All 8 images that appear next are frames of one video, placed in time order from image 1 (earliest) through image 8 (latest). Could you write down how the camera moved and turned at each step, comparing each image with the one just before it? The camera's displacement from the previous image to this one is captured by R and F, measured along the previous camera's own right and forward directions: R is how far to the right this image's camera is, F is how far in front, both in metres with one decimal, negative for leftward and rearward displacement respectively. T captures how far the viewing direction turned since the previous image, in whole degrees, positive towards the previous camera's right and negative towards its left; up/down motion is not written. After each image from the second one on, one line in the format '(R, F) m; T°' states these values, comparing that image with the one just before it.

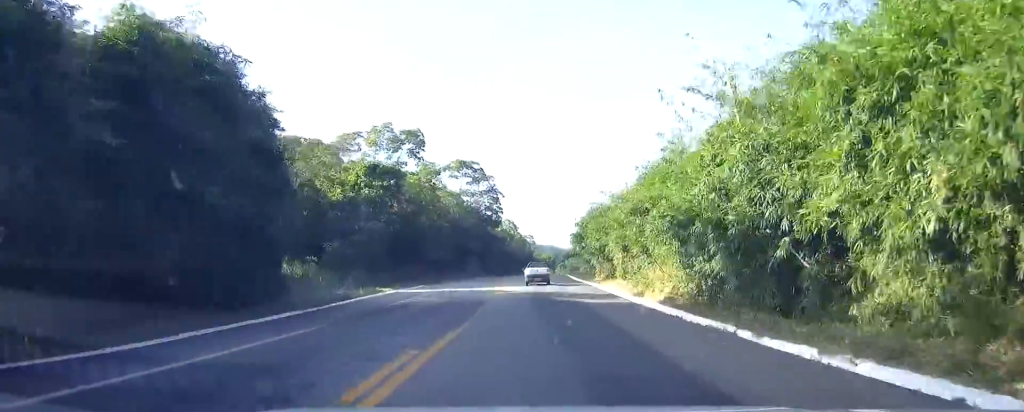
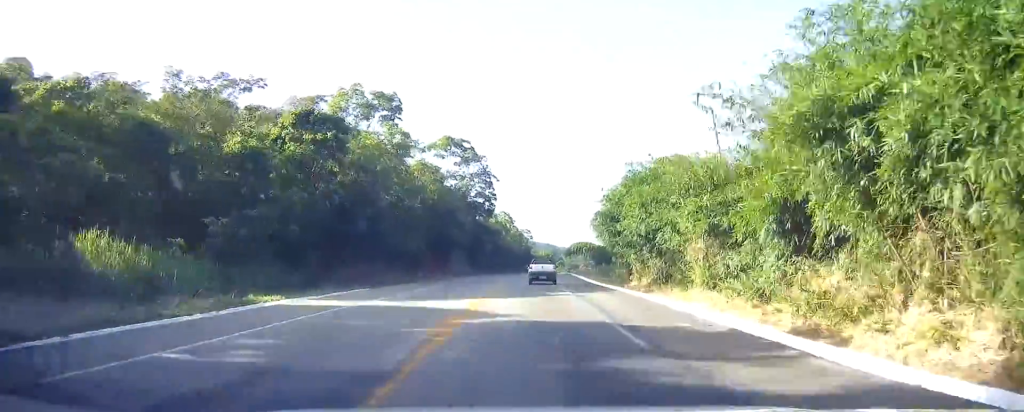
(+0.1, +20.0) m; +1°
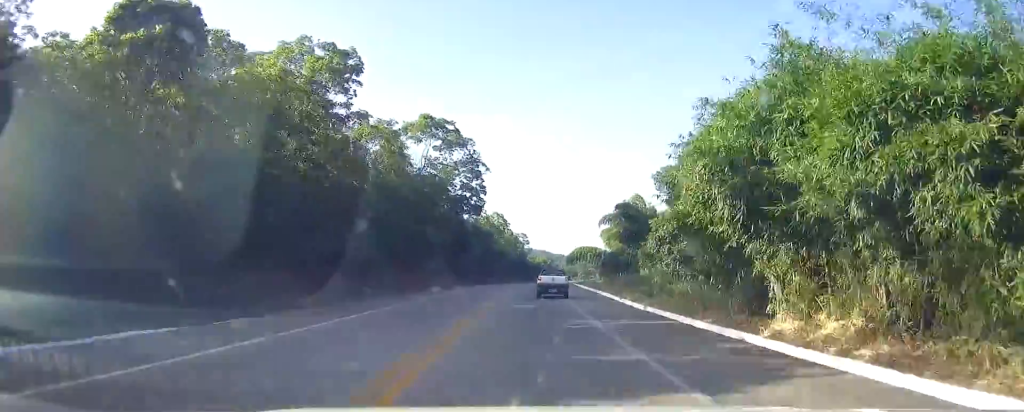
(+0.1, +21.5) m; 0°
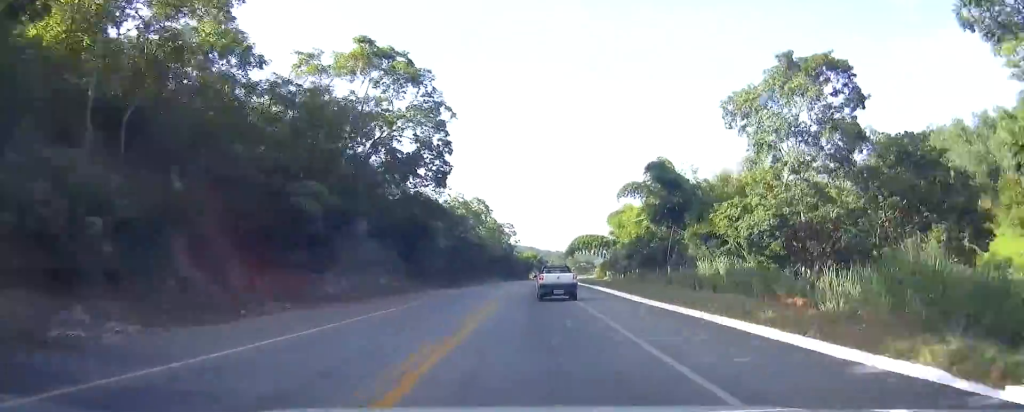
(+0.1, +31.0) m; +1°
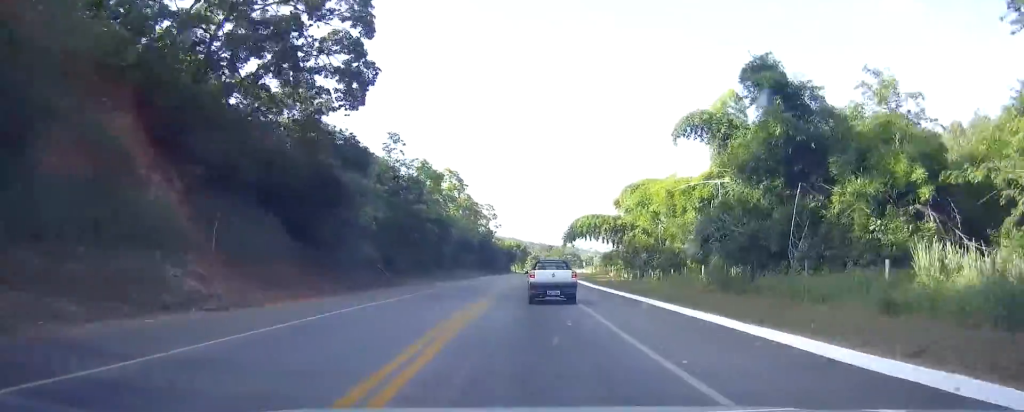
(+0.3, +31.0) m; +1°
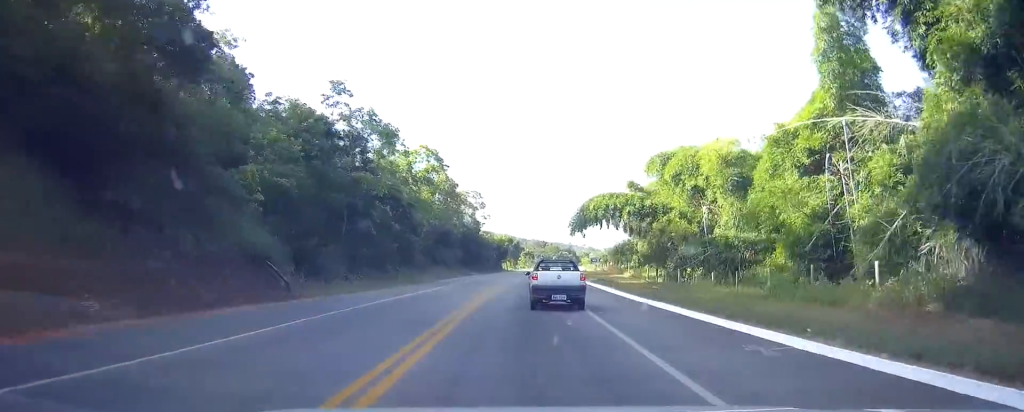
(+0.1, +21.4) m; +1°
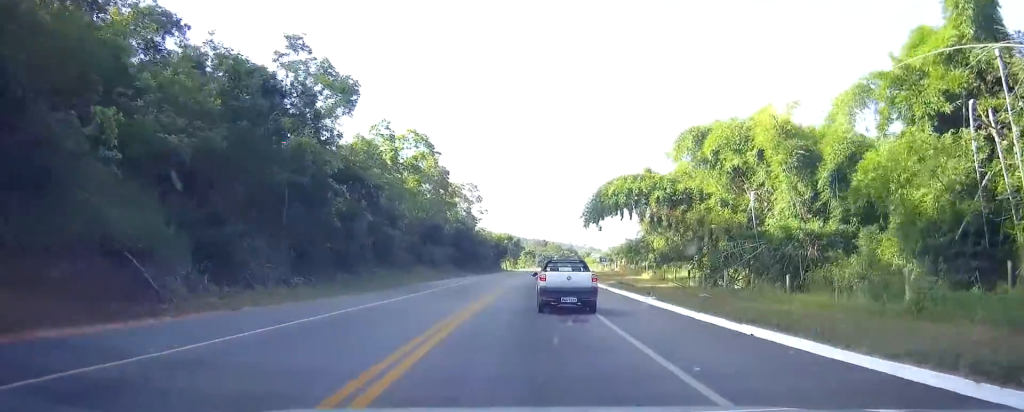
(0.0, +11.9) m; 0°
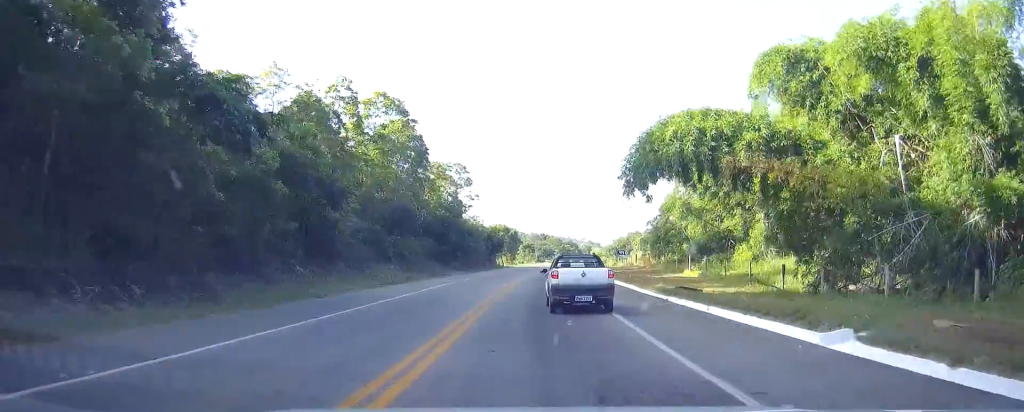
(+0.3, +19.2) m; 0°
